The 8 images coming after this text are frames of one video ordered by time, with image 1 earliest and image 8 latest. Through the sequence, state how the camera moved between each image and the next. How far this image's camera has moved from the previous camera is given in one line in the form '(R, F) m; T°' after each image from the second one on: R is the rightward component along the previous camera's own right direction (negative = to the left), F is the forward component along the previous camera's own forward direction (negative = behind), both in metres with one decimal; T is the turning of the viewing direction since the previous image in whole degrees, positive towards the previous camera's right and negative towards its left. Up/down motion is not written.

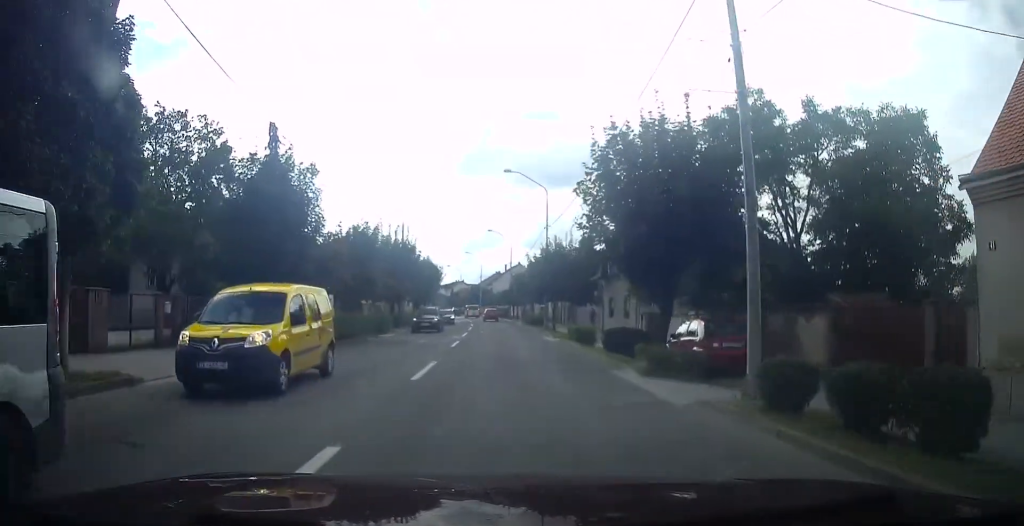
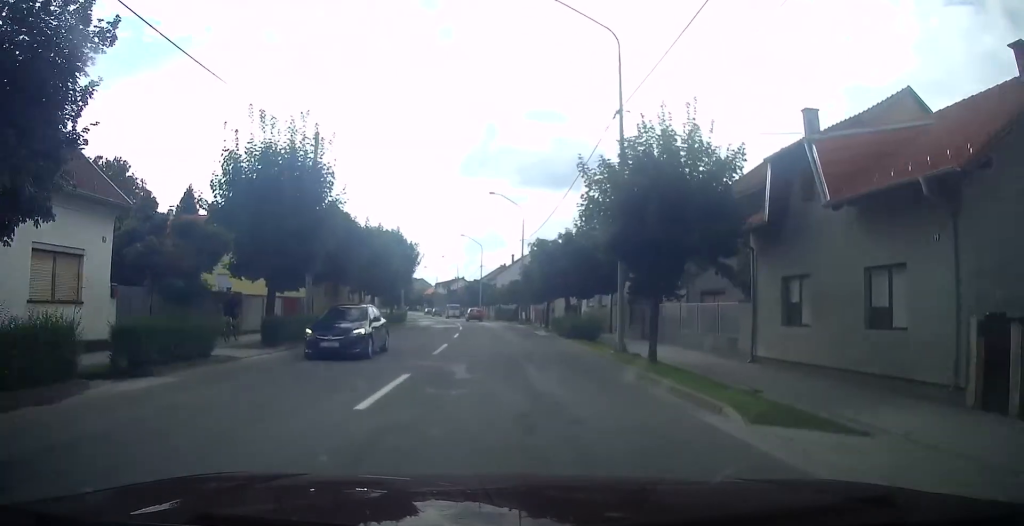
(0.0, +25.2) m; -1°
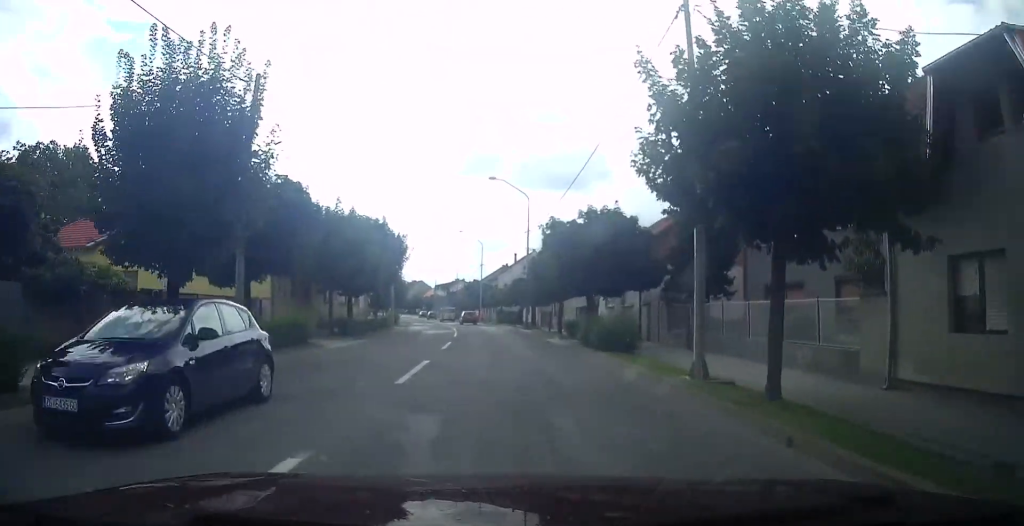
(-0.4, +6.8) m; 0°
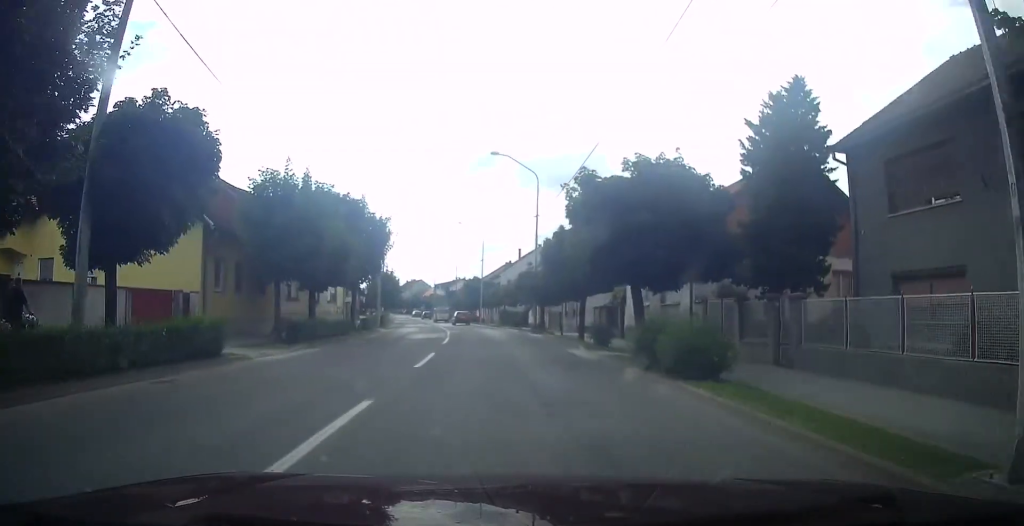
(+0.4, +7.5) m; 0°
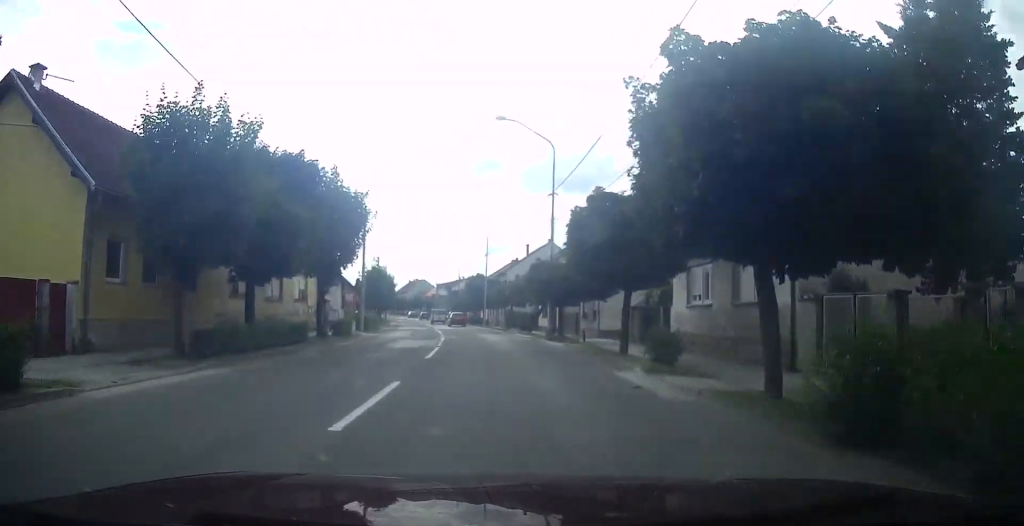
(+0.1, +7.5) m; -1°
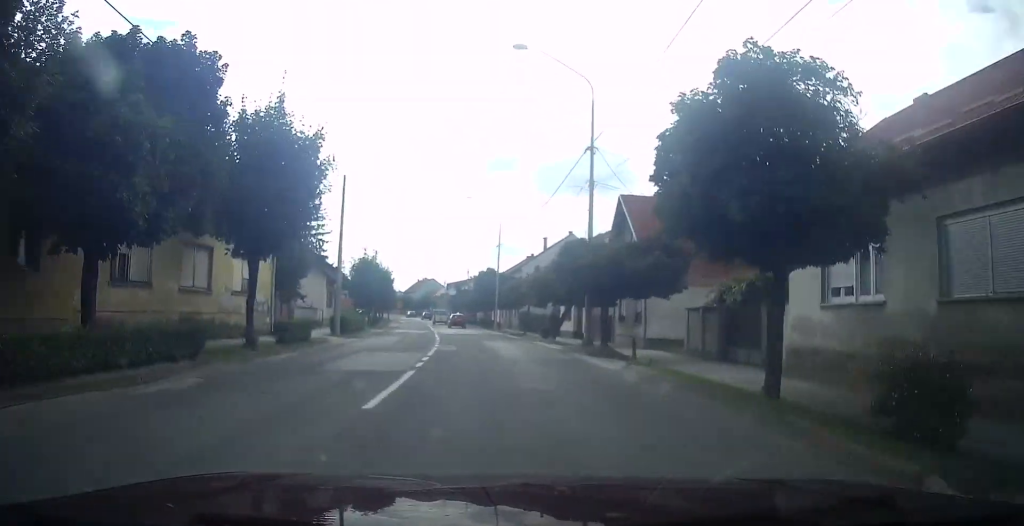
(-0.5, +9.1) m; -1°
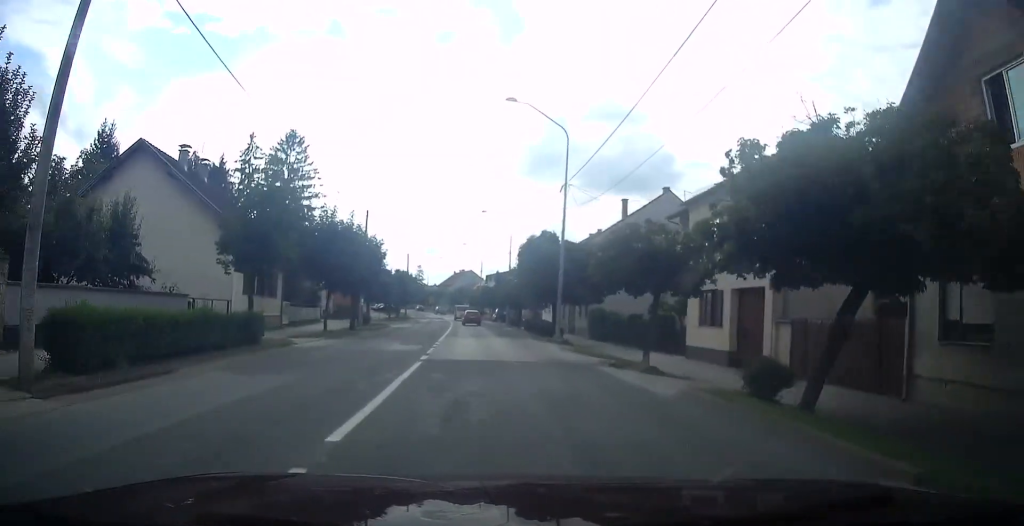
(-0.2, +24.3) m; -2°
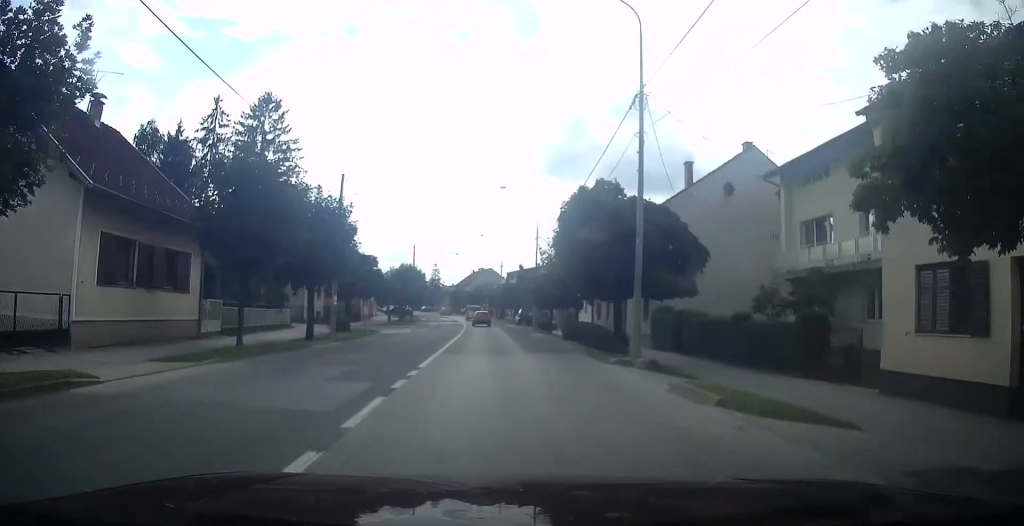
(-0.1, +12.4) m; -2°
